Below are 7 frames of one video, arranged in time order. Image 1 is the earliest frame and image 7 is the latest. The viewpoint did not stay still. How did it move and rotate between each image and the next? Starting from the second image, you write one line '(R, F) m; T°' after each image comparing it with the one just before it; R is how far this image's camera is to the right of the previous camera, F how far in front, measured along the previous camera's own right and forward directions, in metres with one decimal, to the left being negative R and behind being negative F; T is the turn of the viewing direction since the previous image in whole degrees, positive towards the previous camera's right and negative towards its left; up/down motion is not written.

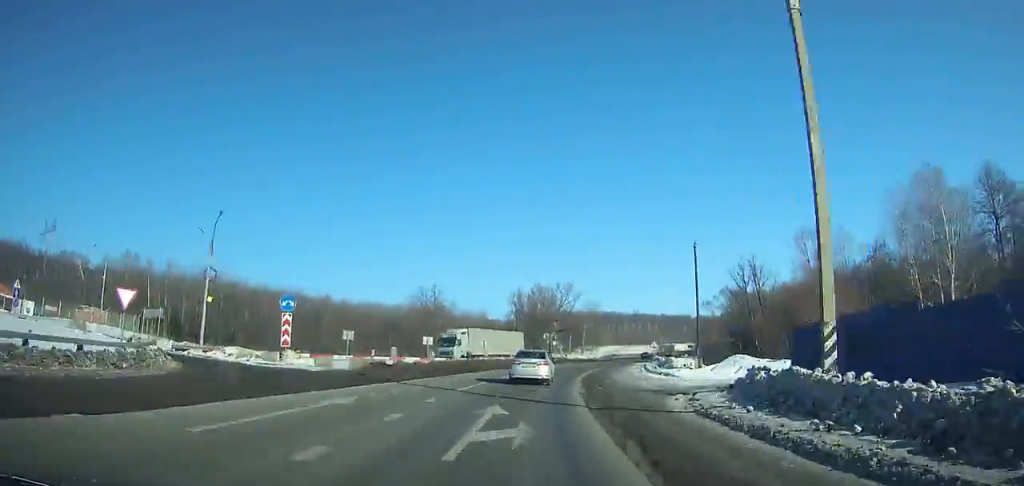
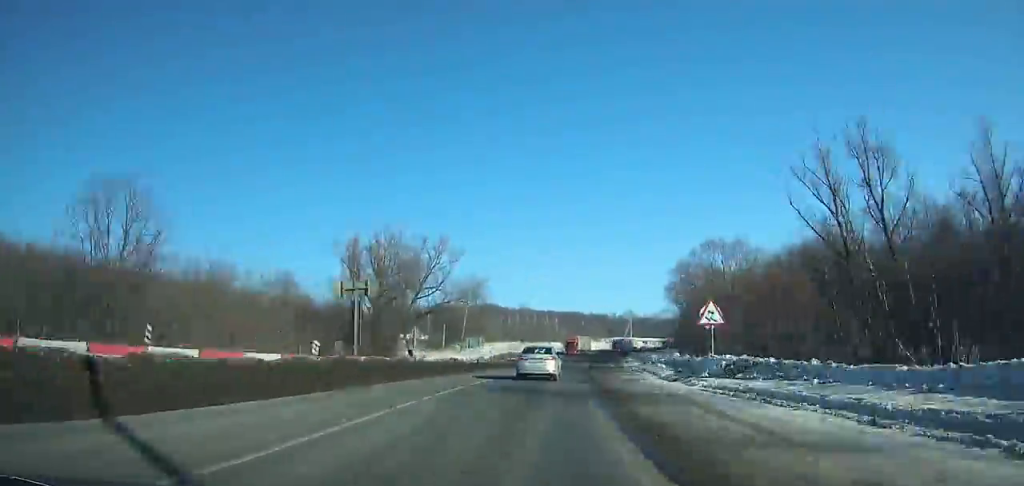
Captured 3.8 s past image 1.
(+5.4, +55.8) m; +11°
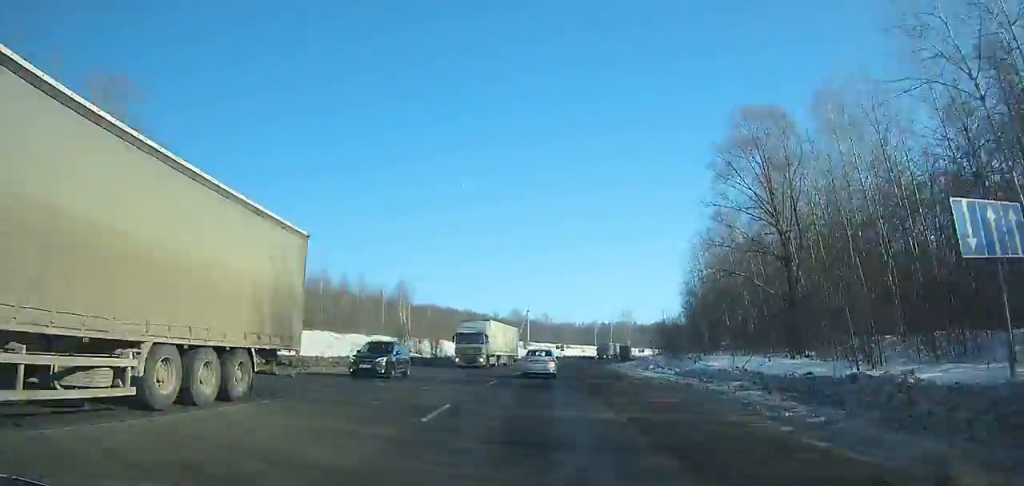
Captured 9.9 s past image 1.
(+10.1, +97.6) m; +12°
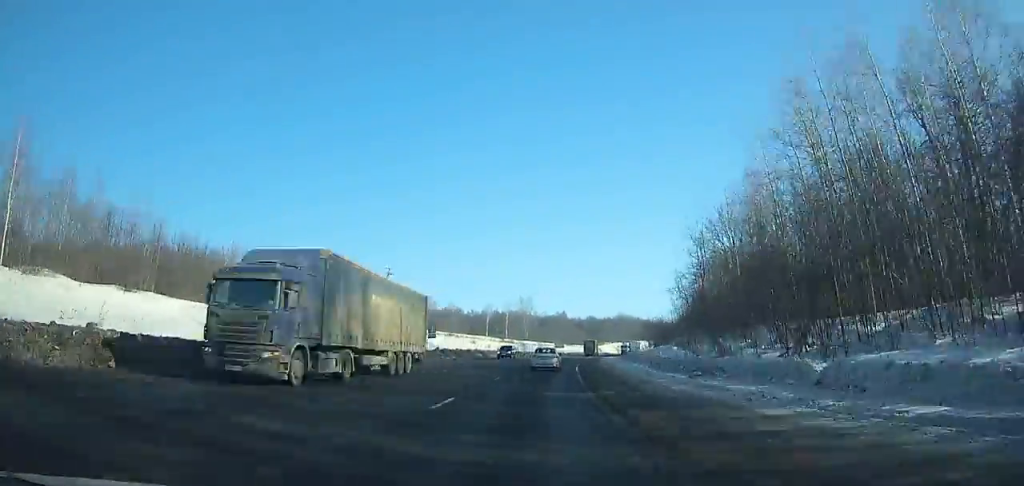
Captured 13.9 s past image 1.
(+6.0, +70.4) m; +10°
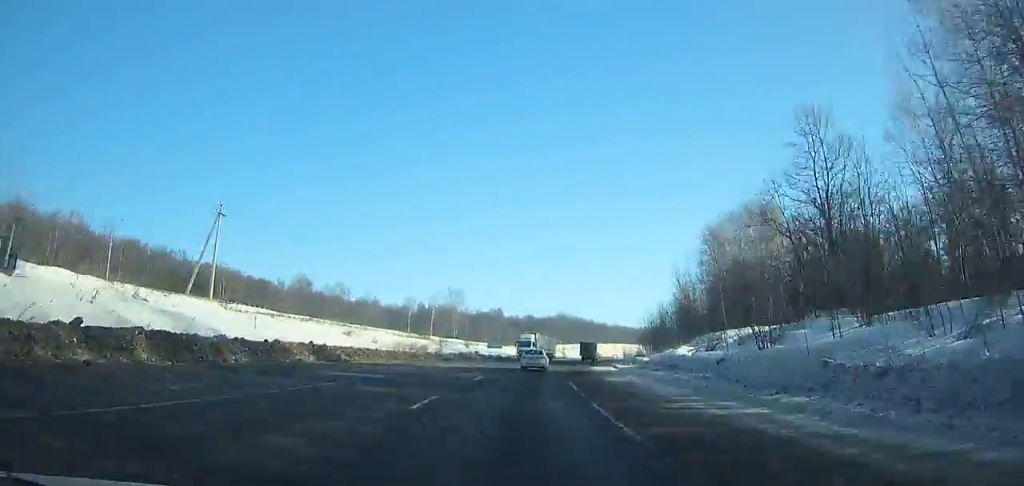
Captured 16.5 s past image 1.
(+2.5, +48.6) m; +7°
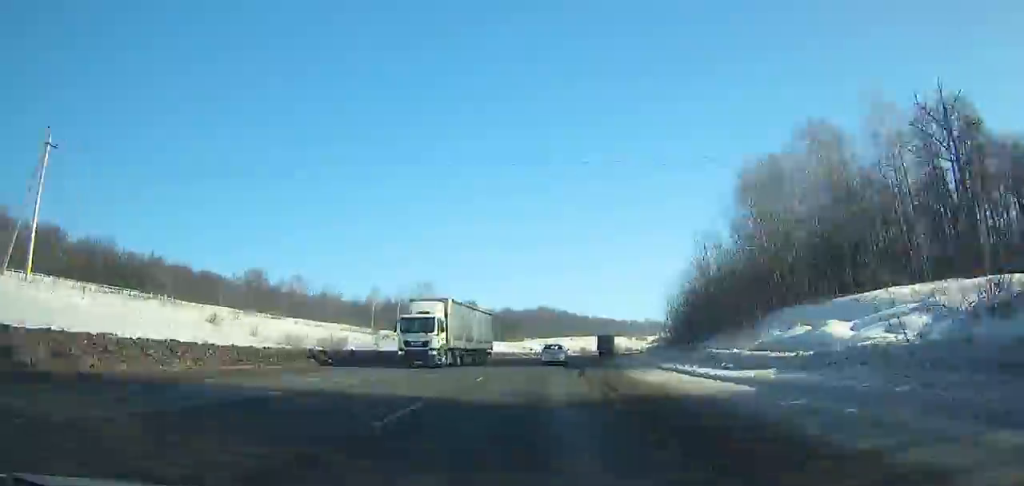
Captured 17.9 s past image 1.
(+1.7, +27.2) m; +4°
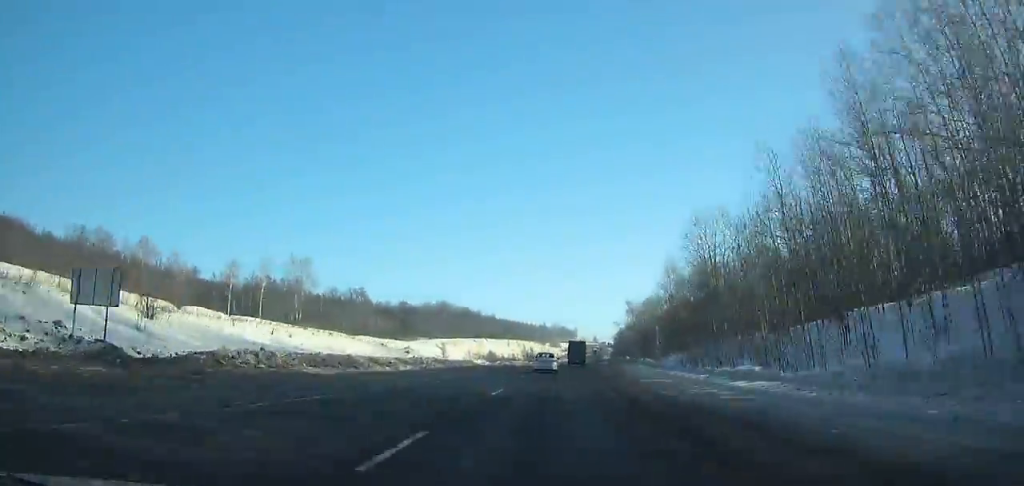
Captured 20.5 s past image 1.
(+3.1, +51.1) m; +7°
